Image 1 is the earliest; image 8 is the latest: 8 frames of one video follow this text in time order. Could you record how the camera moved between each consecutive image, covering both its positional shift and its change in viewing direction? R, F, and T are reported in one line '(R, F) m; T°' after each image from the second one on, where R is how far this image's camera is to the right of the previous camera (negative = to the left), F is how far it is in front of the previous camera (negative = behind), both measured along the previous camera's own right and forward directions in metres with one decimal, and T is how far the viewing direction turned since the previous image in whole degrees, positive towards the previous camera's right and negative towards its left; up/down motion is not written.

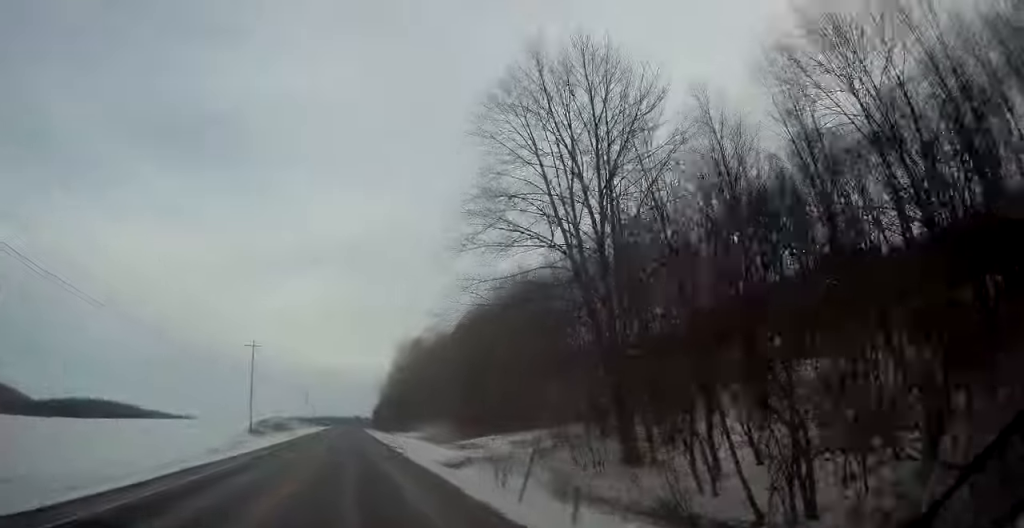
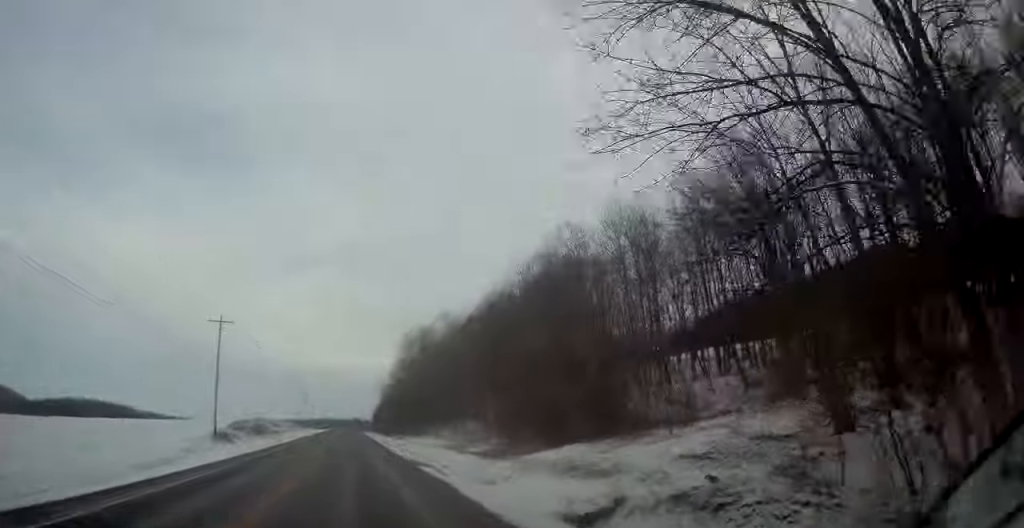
(0.0, +18.8) m; 0°
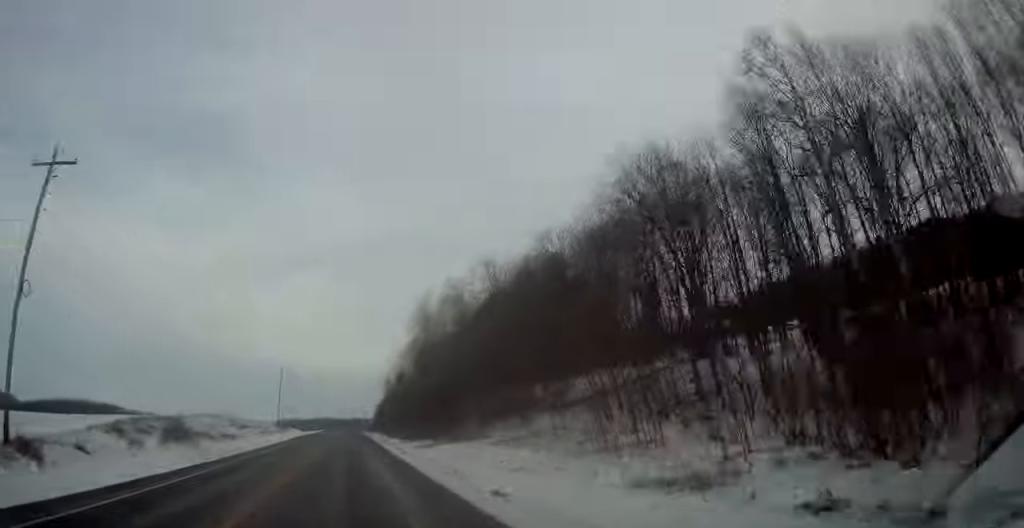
(0.0, +34.0) m; 0°
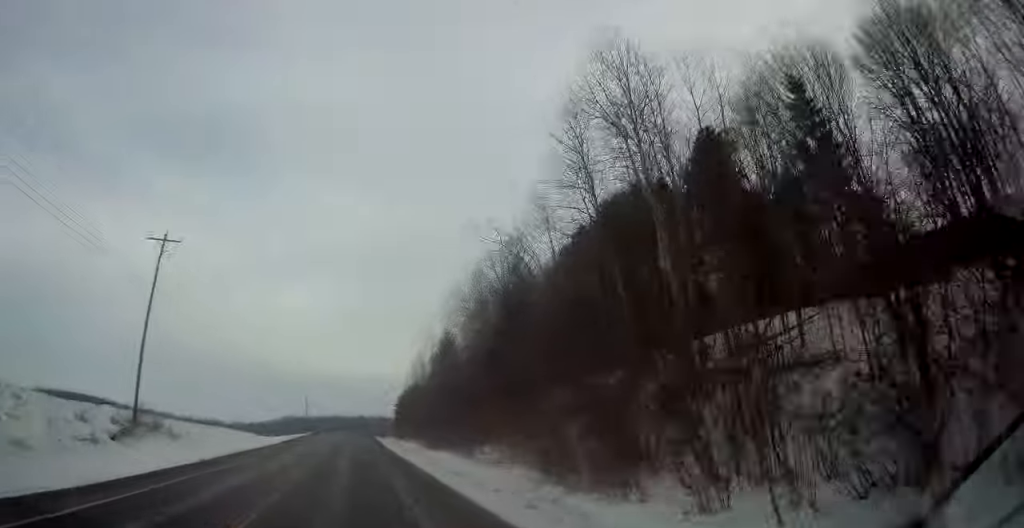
(-0.1, +70.0) m; 0°
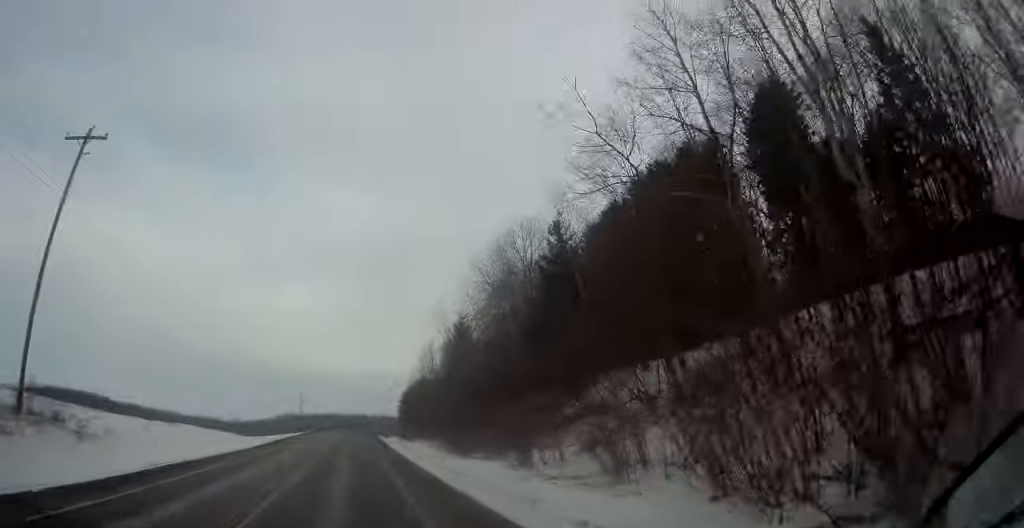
(0.0, +12.5) m; 0°
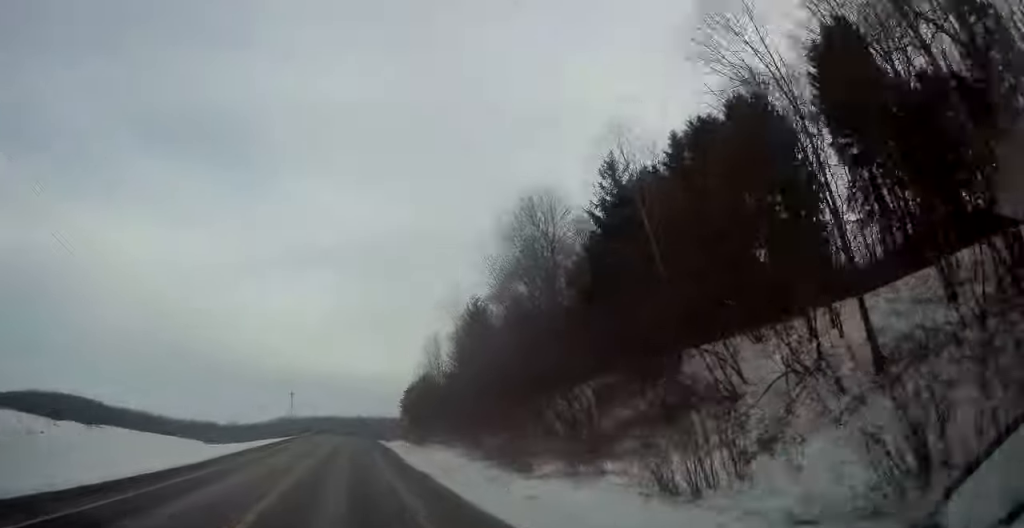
(0.0, +12.4) m; 0°
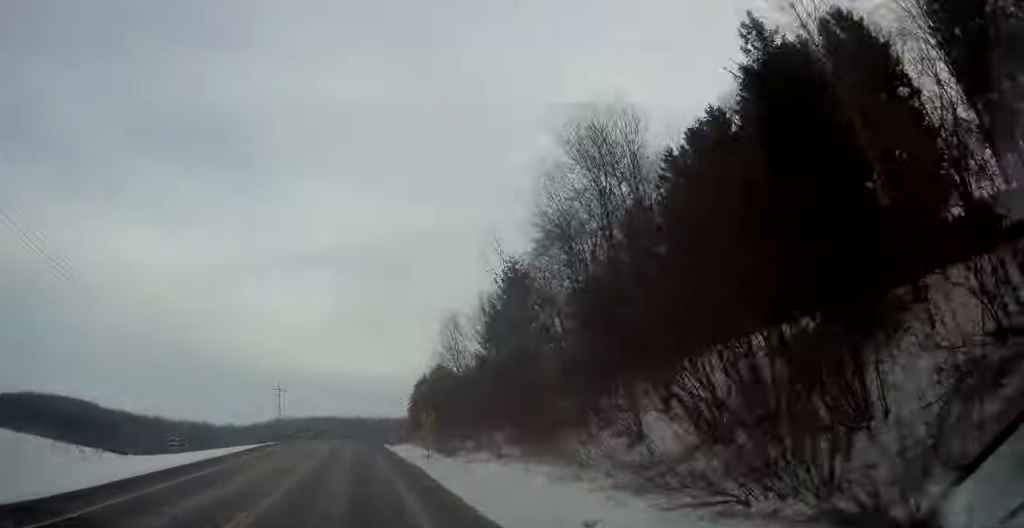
(+0.1, +17.2) m; 0°
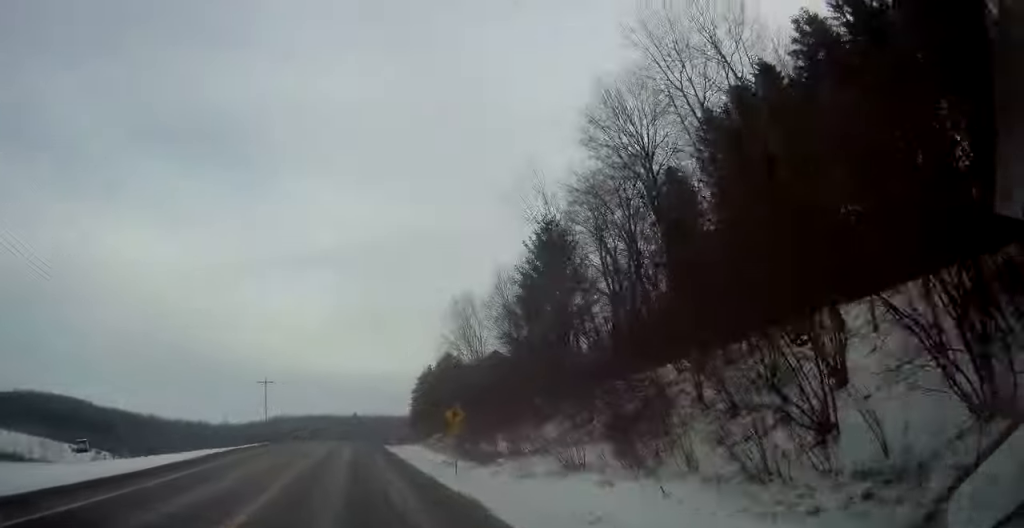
(0.0, +10.6) m; 0°
